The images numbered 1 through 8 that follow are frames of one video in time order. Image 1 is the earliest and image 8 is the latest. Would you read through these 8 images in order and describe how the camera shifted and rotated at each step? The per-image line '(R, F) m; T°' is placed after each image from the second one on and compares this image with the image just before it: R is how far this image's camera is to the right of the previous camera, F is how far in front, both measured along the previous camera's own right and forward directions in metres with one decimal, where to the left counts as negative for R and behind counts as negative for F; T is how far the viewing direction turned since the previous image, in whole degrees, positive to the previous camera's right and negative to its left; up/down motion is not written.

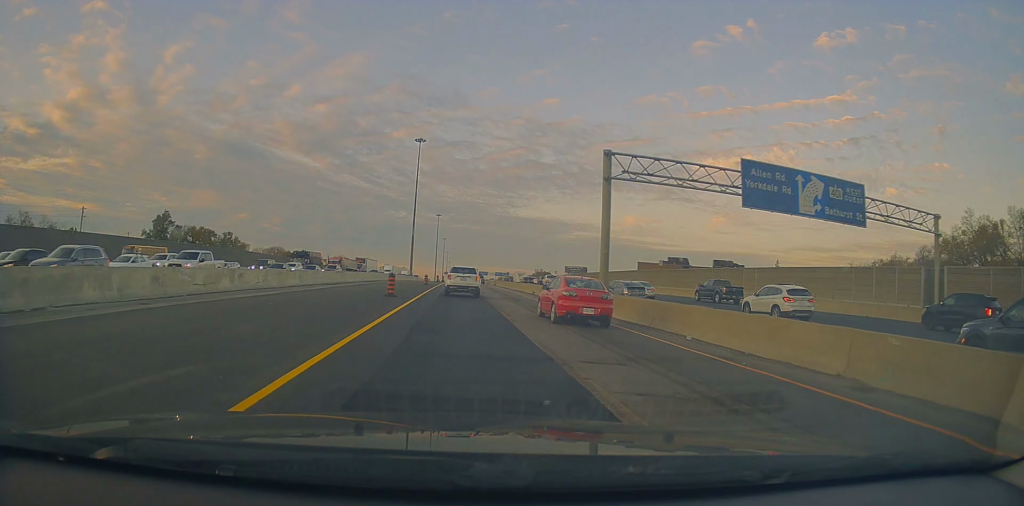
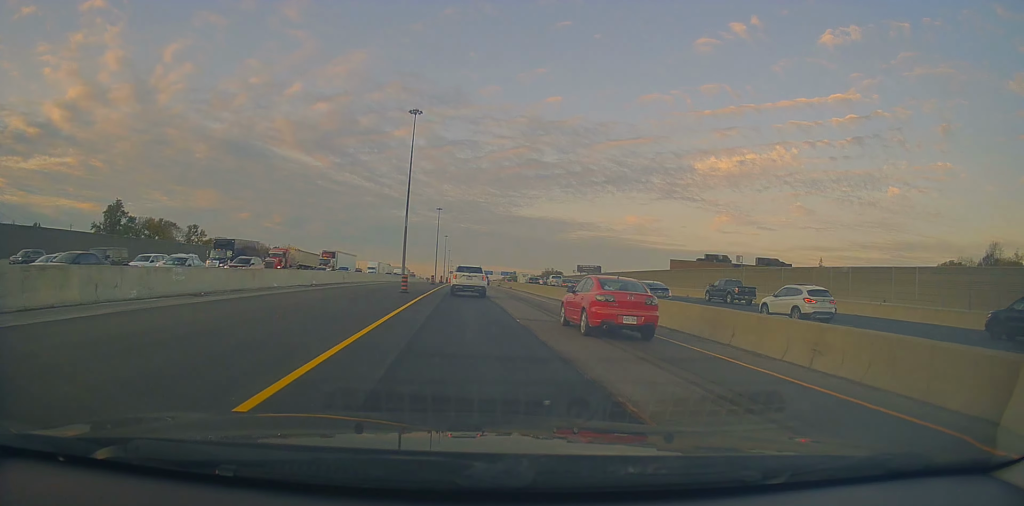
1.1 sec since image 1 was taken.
(-0.2, +26.0) m; 0°
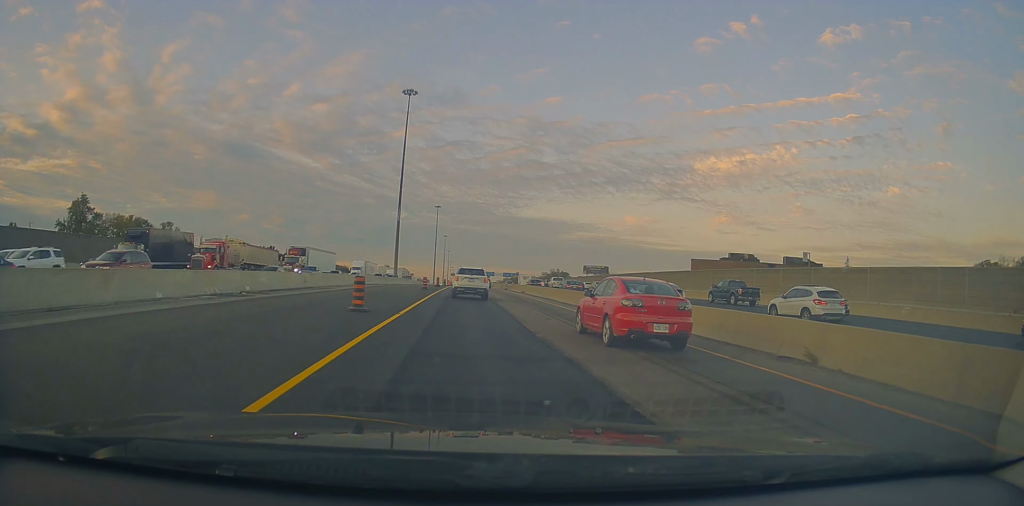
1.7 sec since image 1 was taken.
(+0.1, +14.6) m; +1°
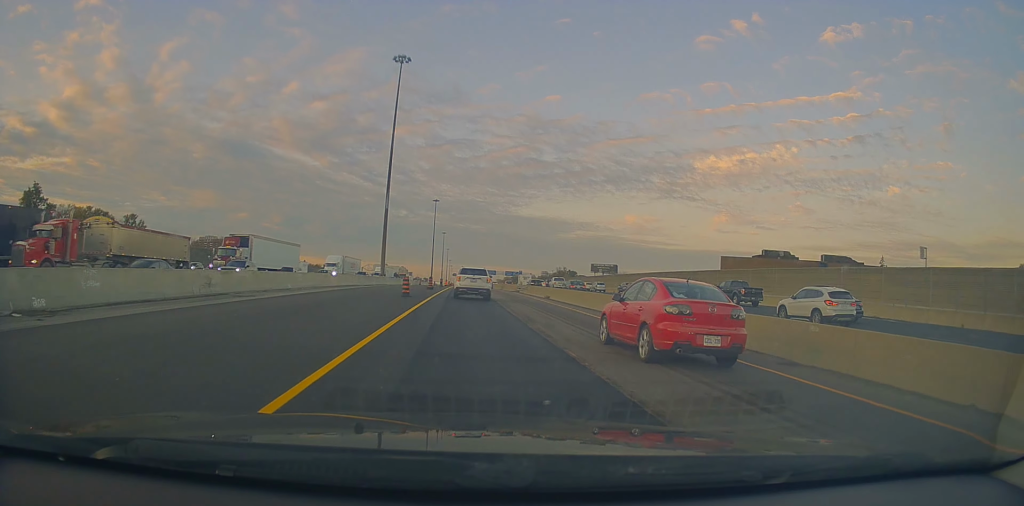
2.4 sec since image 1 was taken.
(+0.2, +17.0) m; 0°
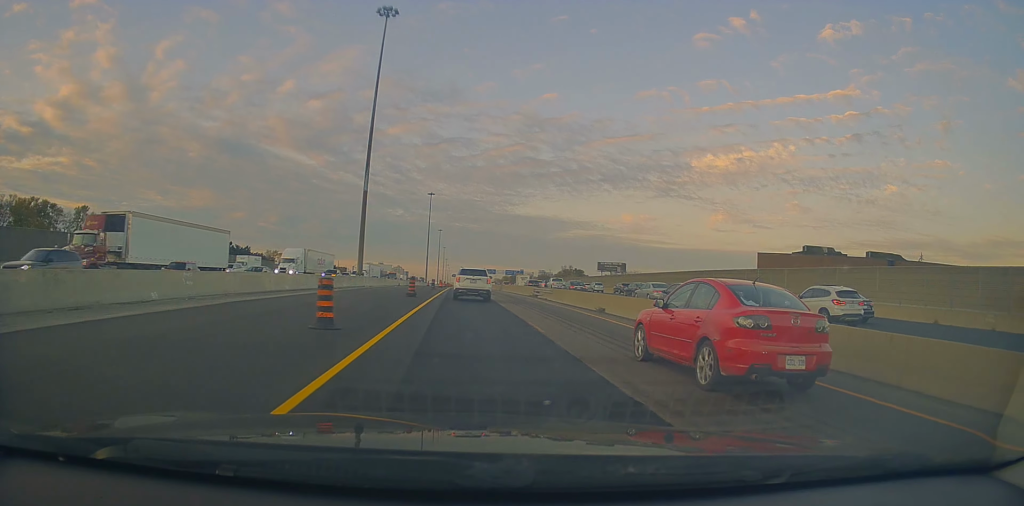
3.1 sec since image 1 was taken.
(+0.1, +17.6) m; -1°
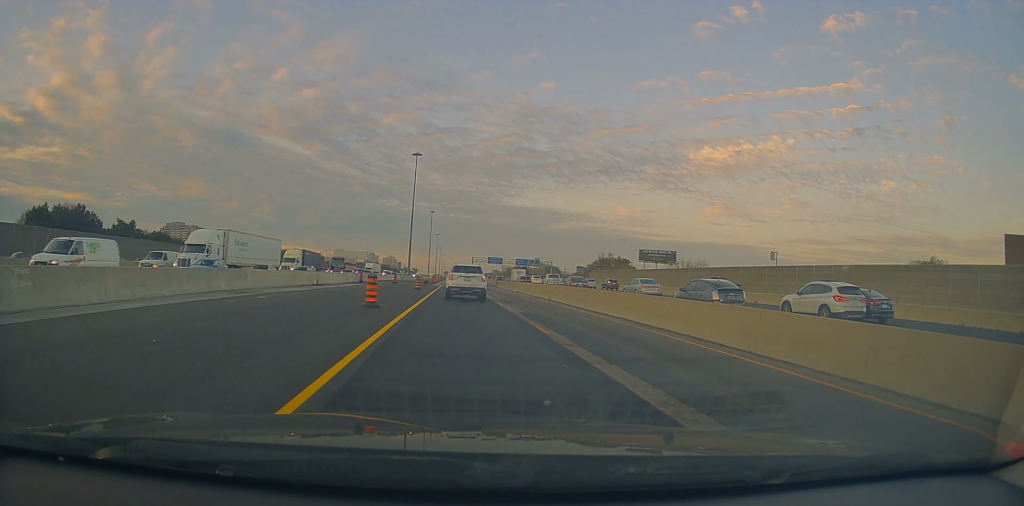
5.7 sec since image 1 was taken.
(+0.1, +60.4) m; +1°
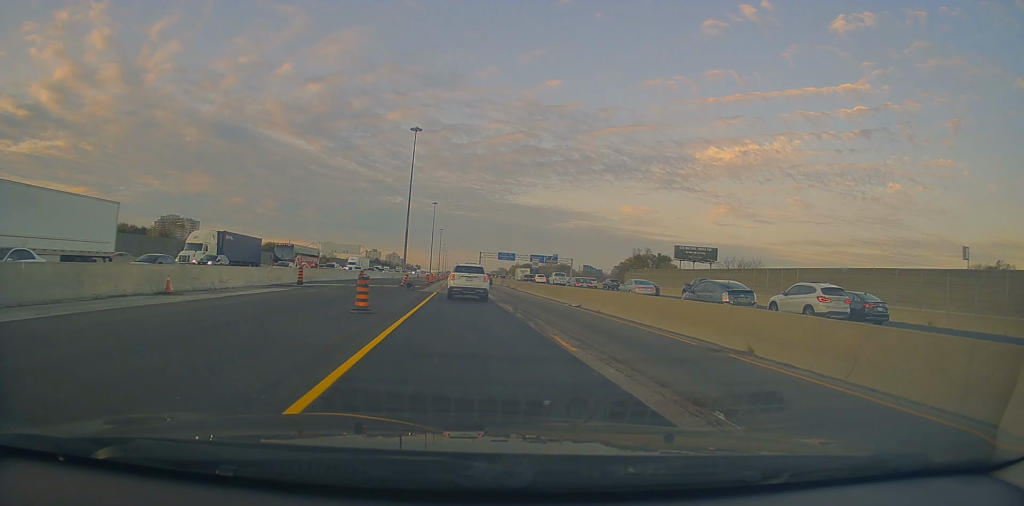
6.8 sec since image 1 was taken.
(-0.2, +26.5) m; 0°
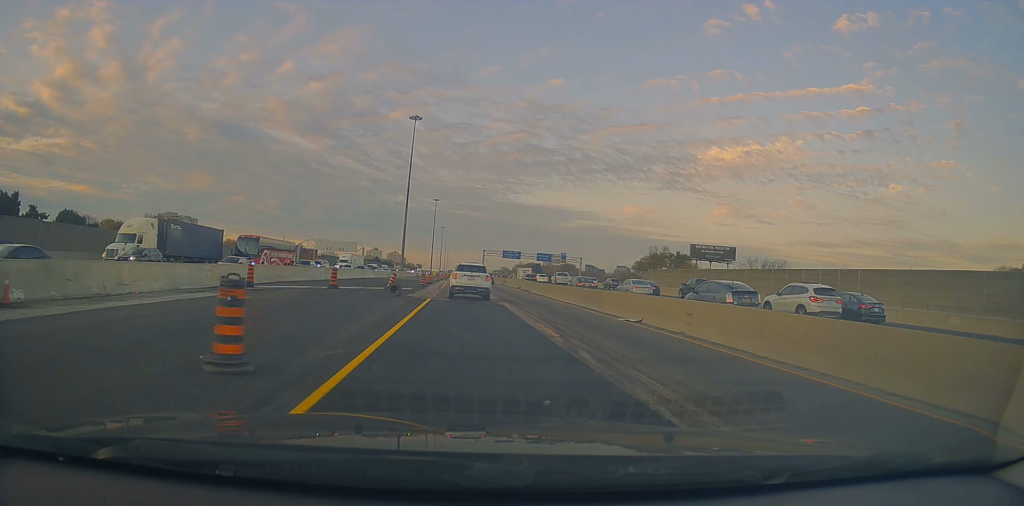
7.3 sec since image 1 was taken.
(+0.1, +9.7) m; 0°
